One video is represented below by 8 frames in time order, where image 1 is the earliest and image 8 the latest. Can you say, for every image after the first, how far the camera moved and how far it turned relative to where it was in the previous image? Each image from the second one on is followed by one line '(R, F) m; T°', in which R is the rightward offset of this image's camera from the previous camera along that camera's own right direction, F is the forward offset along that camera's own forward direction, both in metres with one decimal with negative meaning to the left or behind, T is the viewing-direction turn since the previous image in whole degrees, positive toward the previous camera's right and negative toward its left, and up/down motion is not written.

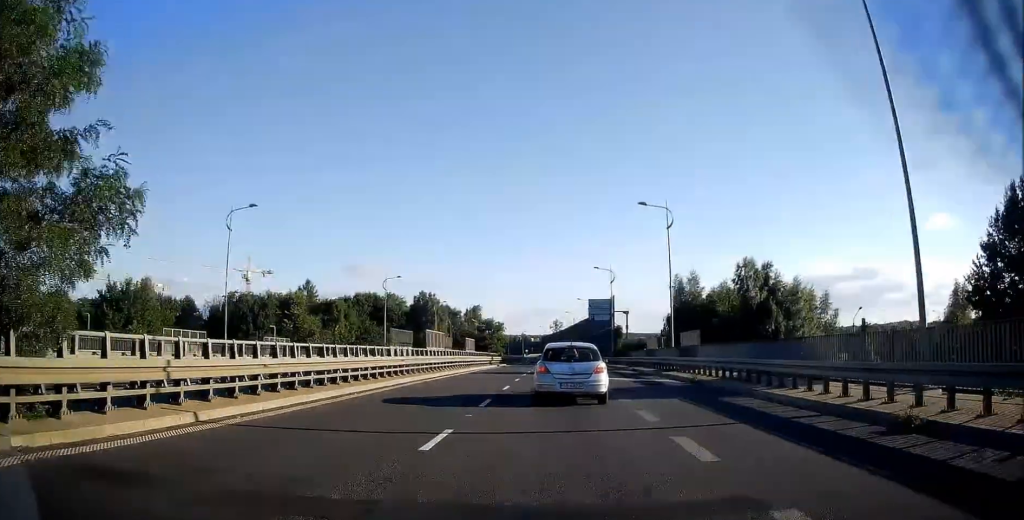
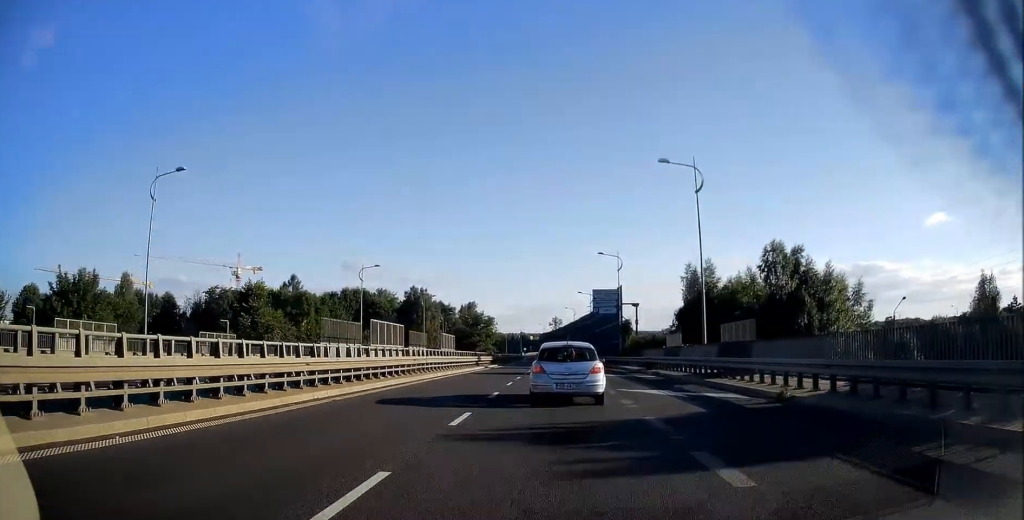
(0.0, +9.8) m; 0°
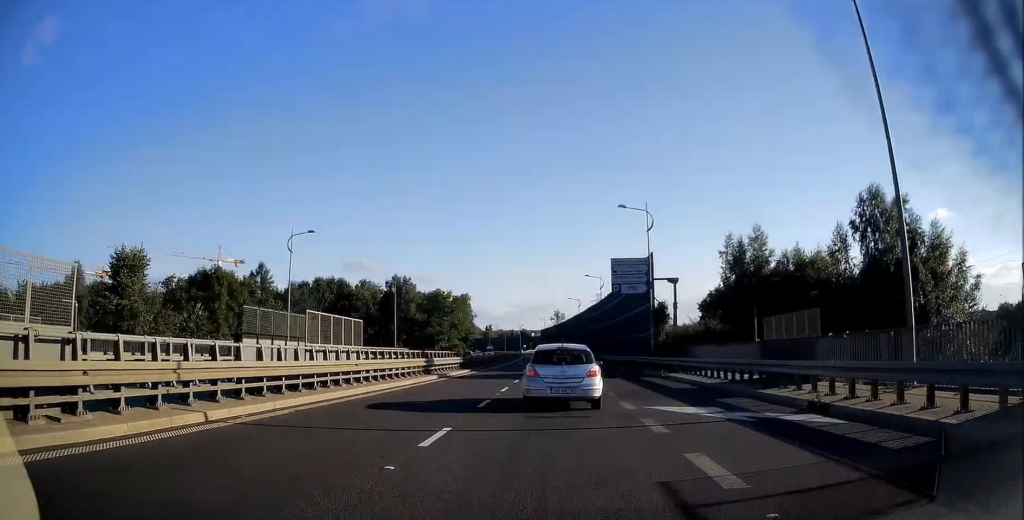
(0.0, +20.5) m; 0°
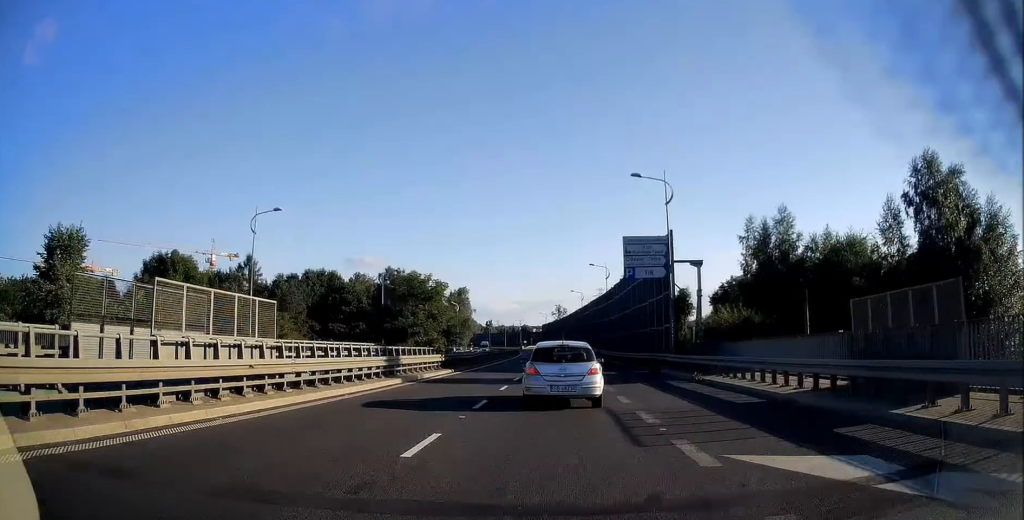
(0.0, +7.2) m; 0°
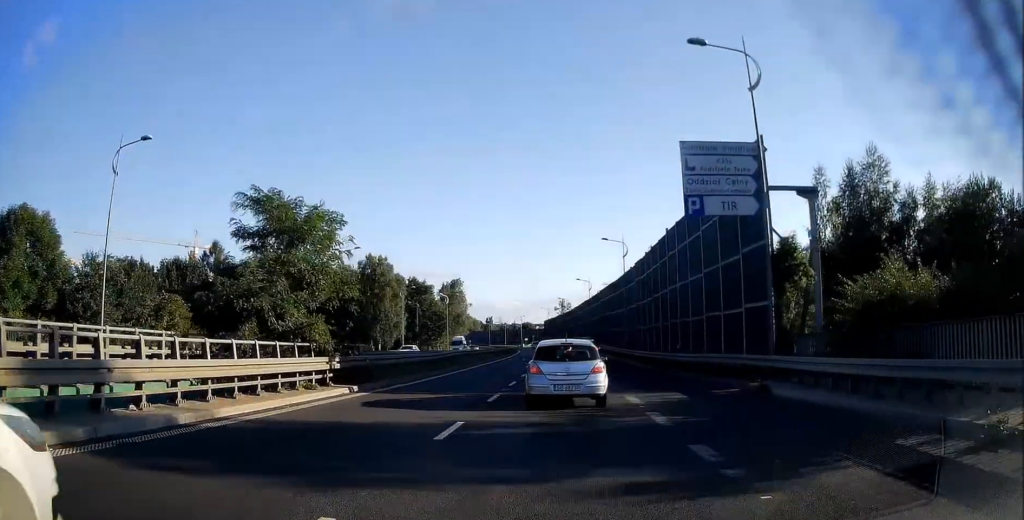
(-0.1, +17.0) m; 0°
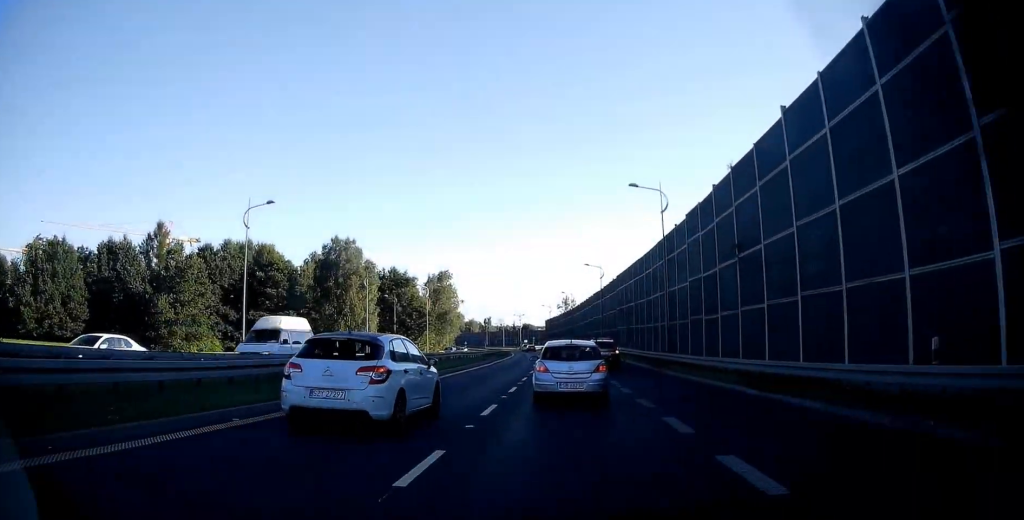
(0.0, +21.1) m; 0°
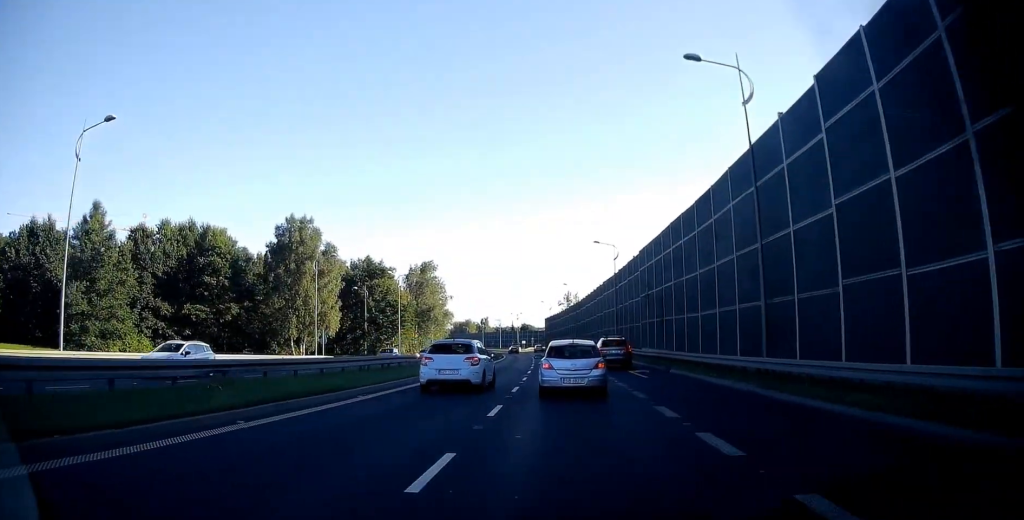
(-0.2, +18.0) m; -1°
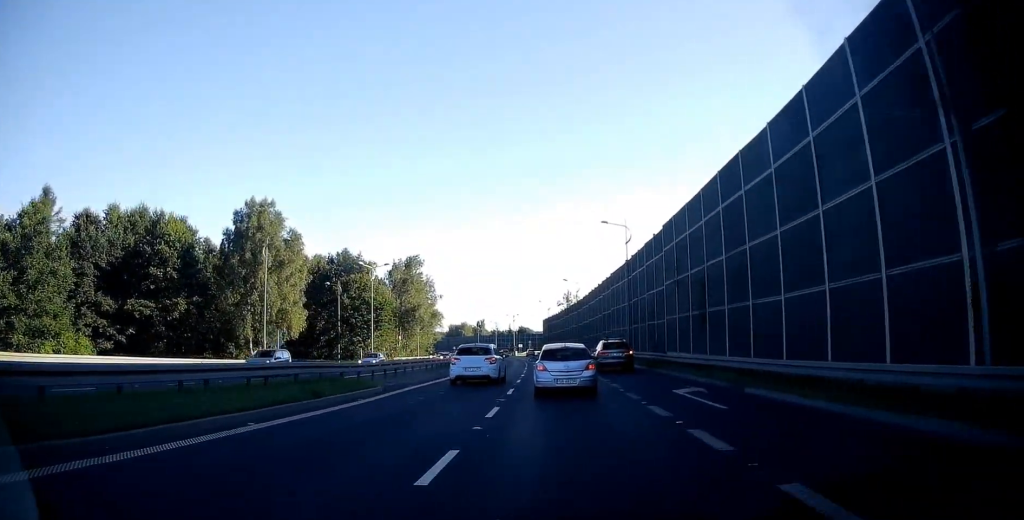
(-0.1, +11.3) m; 0°
